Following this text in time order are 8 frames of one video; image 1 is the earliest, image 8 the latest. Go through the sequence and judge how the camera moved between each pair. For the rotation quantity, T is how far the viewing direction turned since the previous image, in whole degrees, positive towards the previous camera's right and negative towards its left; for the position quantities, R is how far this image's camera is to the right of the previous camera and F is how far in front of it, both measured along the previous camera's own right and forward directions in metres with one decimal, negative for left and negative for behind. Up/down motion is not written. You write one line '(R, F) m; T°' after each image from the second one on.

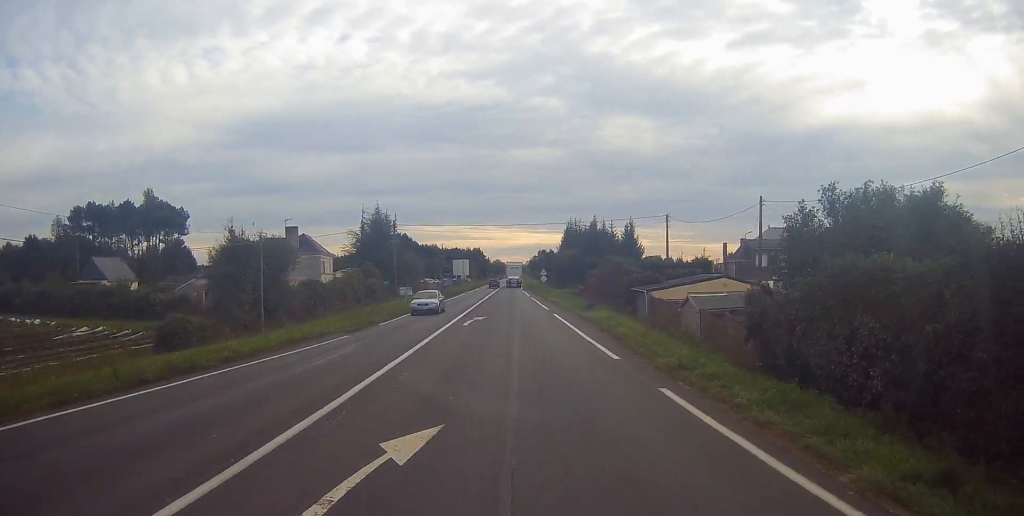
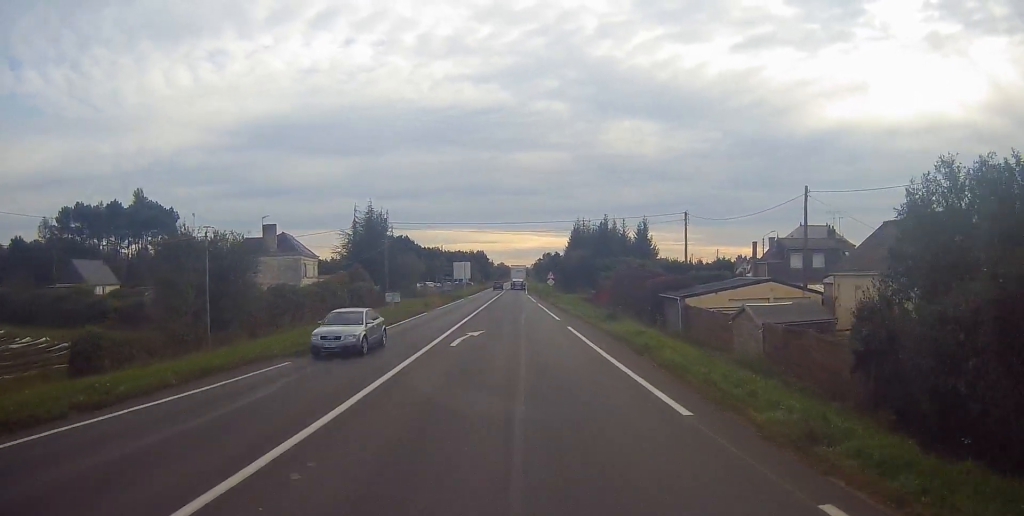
(+0.3, +7.3) m; +1°
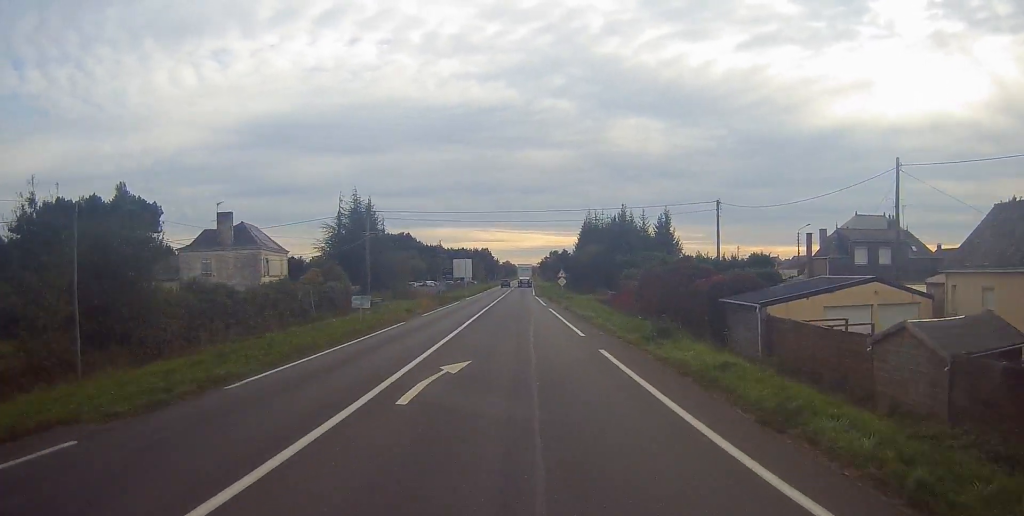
(0.0, +10.6) m; 0°
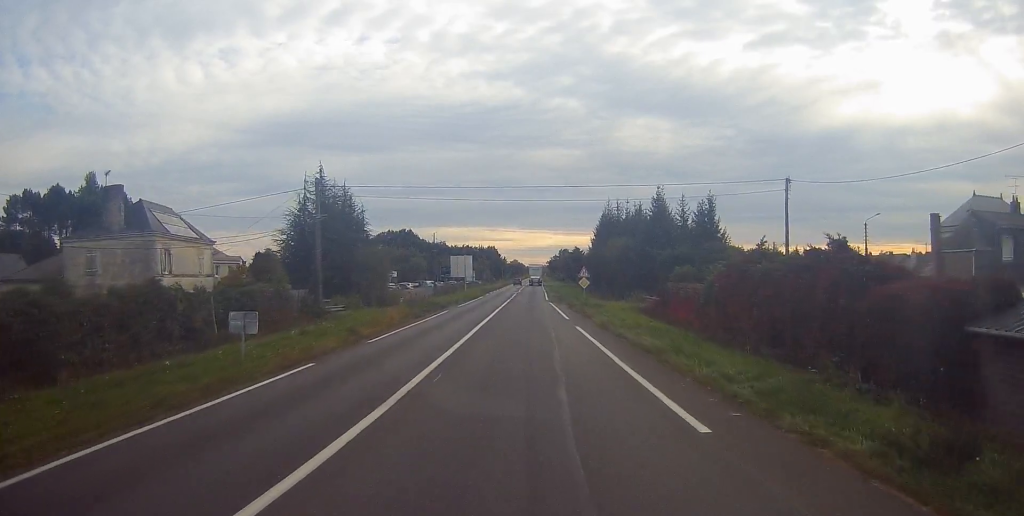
(0.0, +16.3) m; 0°
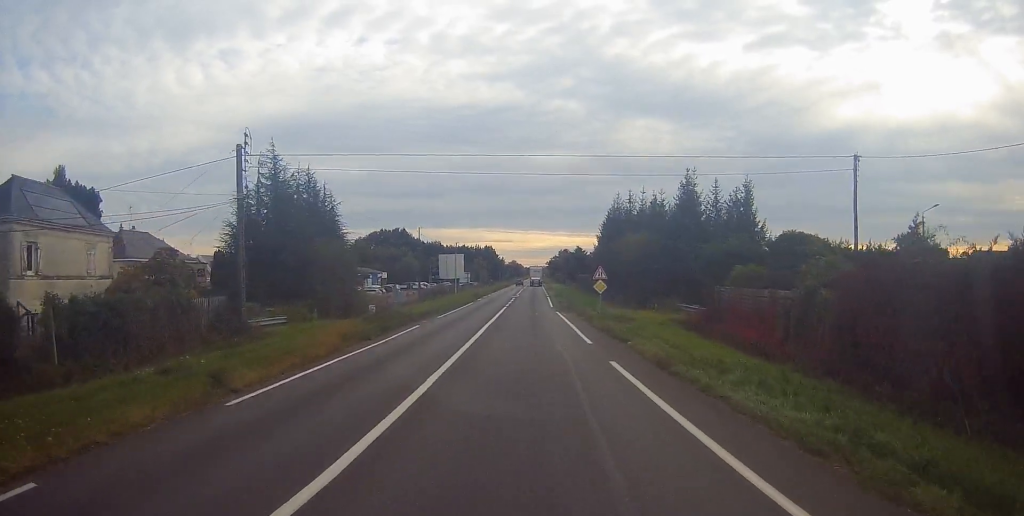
(-0.1, +12.0) m; 0°
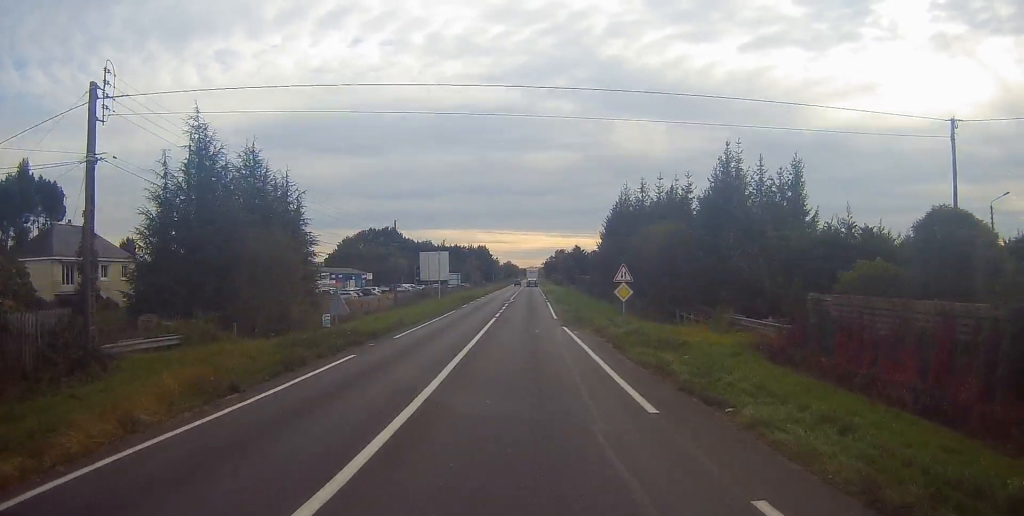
(0.0, +11.7) m; -3°
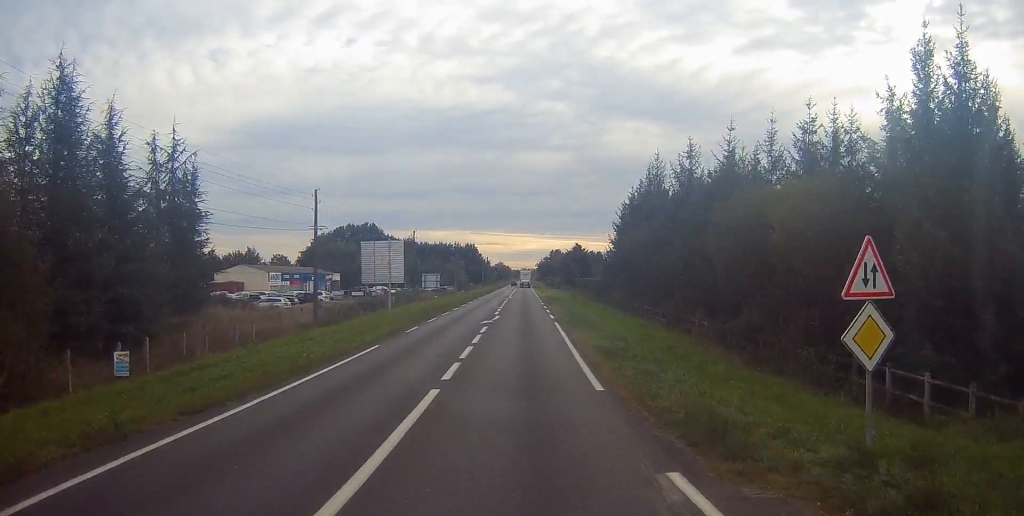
(+0.3, +23.4) m; +3°
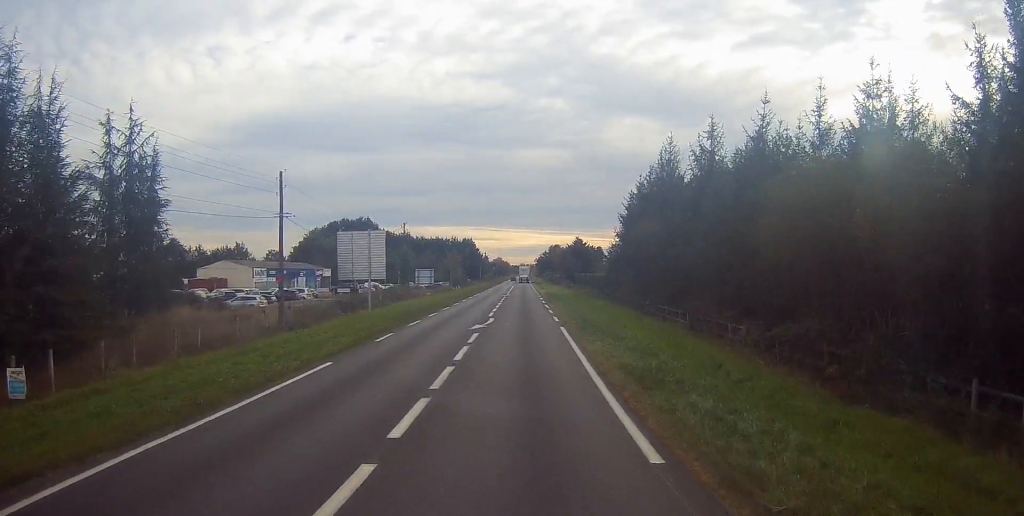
(+0.2, +5.9) m; +1°
